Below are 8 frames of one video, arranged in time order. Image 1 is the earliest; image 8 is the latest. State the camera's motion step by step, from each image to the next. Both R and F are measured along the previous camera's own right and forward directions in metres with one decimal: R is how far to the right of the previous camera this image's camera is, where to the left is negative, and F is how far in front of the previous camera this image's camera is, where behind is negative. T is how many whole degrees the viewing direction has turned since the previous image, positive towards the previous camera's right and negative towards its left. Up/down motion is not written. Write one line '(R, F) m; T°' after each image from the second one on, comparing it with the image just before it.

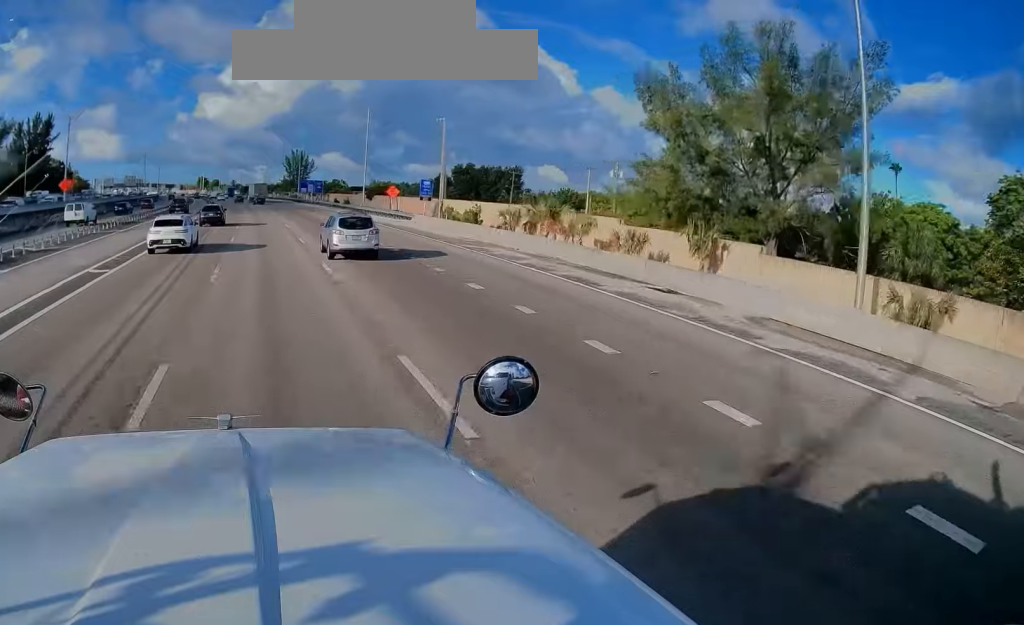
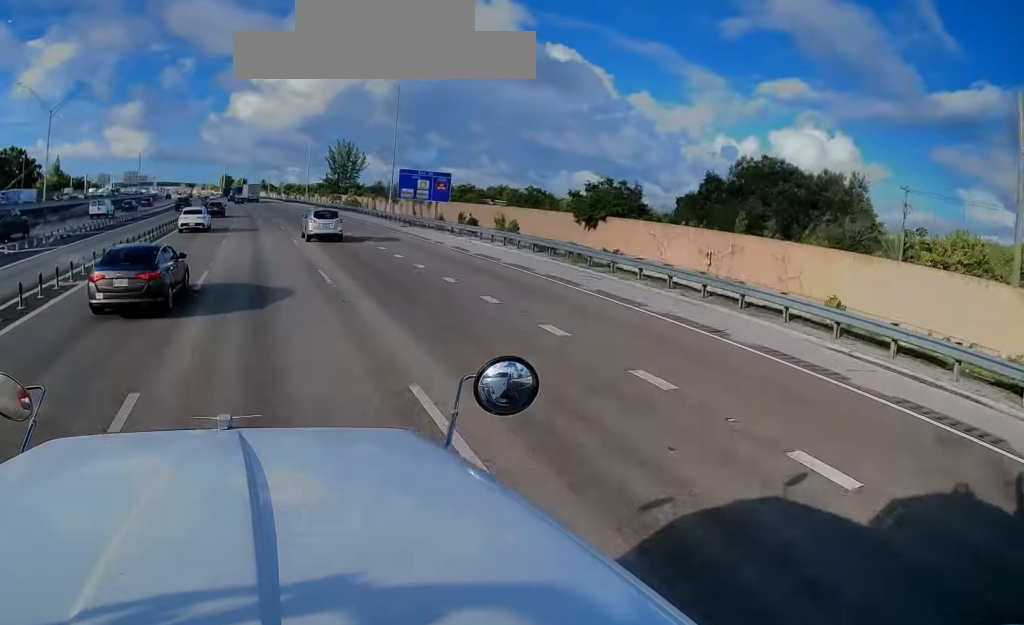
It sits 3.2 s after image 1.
(-2.2, +85.3) m; -3°
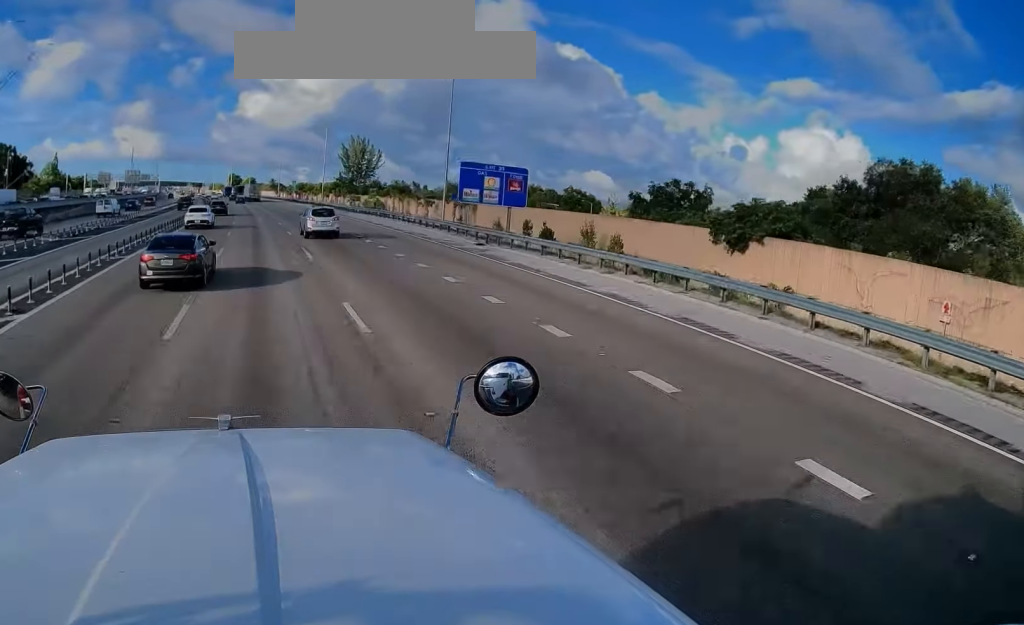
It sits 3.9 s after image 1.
(-0.1, +18.5) m; 0°
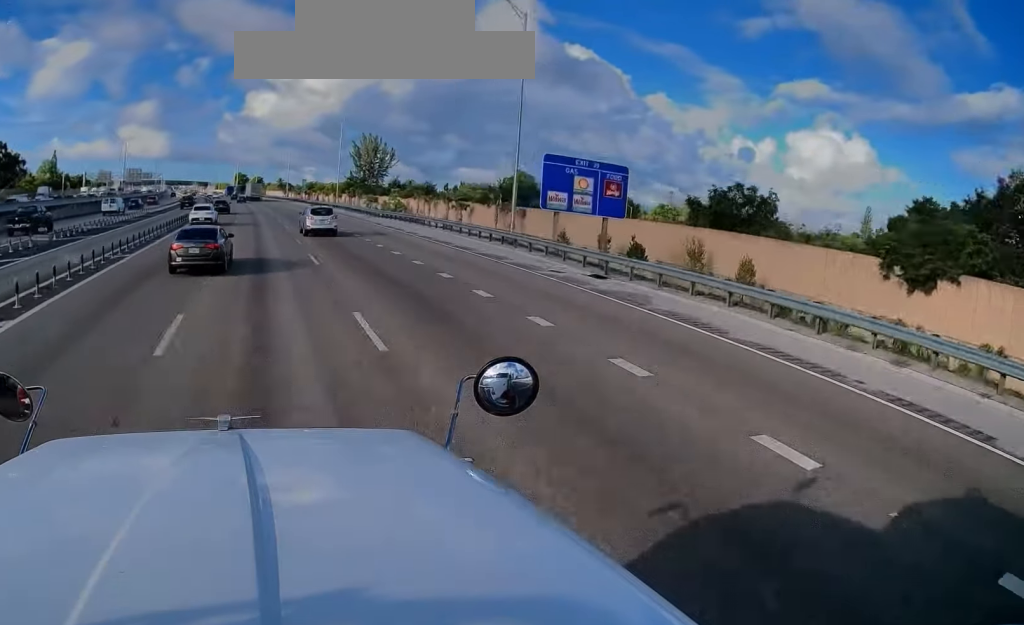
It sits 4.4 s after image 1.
(0.0, +13.1) m; 0°
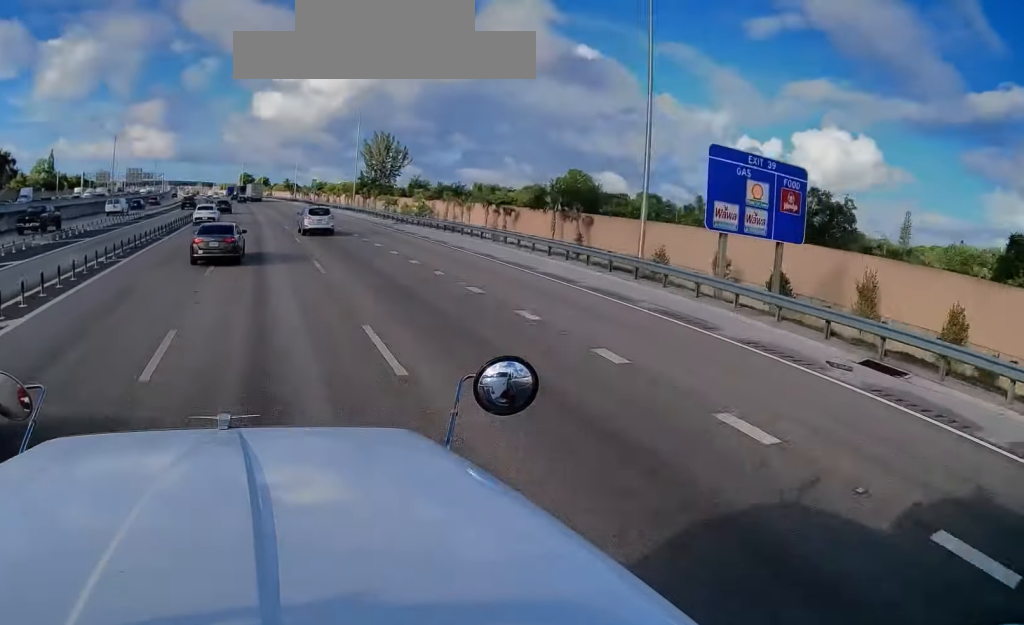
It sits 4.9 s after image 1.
(0.0, +12.1) m; 0°
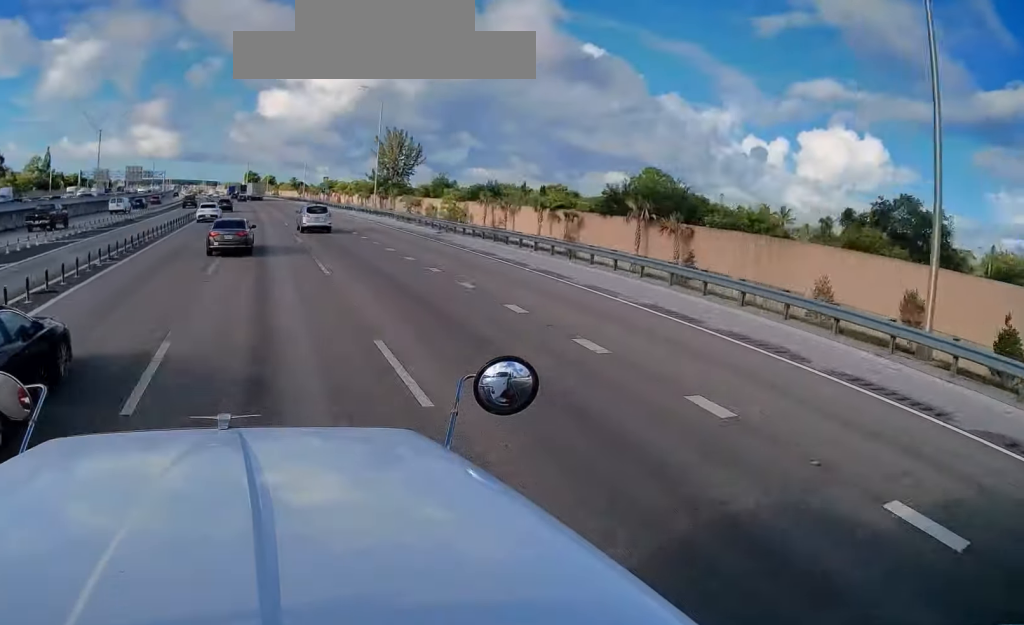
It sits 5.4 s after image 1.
(0.0, +12.8) m; -1°
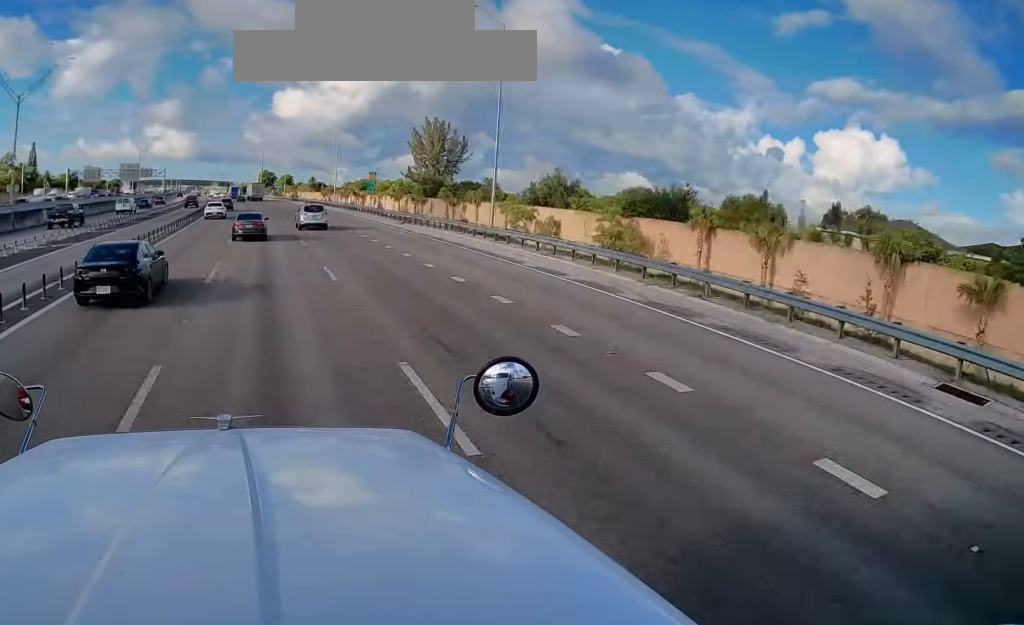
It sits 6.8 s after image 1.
(-0.7, +34.7) m; -2°
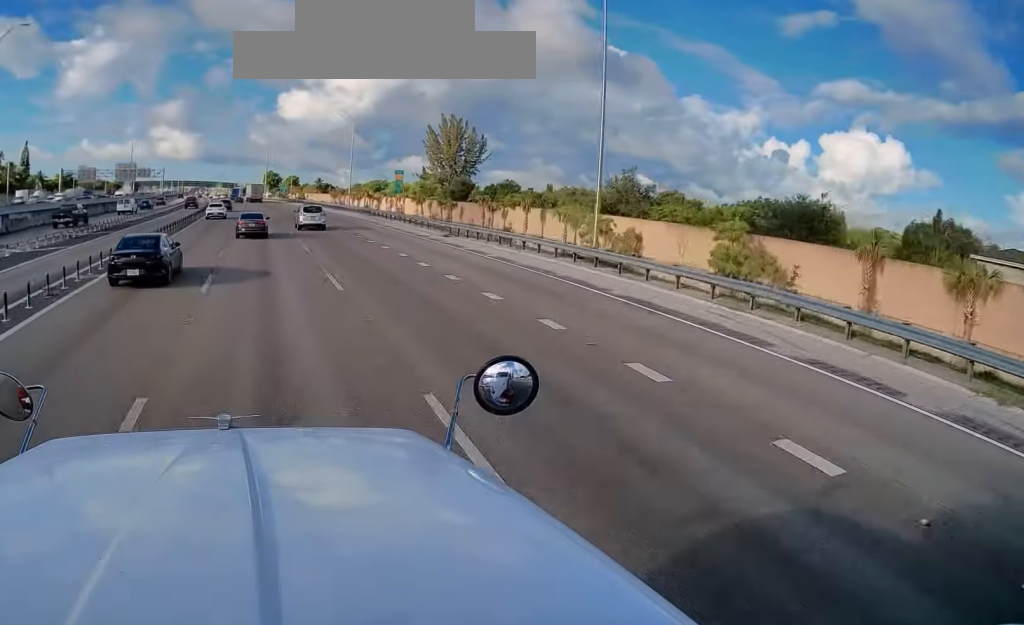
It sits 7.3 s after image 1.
(-0.1, +12.3) m; 0°
